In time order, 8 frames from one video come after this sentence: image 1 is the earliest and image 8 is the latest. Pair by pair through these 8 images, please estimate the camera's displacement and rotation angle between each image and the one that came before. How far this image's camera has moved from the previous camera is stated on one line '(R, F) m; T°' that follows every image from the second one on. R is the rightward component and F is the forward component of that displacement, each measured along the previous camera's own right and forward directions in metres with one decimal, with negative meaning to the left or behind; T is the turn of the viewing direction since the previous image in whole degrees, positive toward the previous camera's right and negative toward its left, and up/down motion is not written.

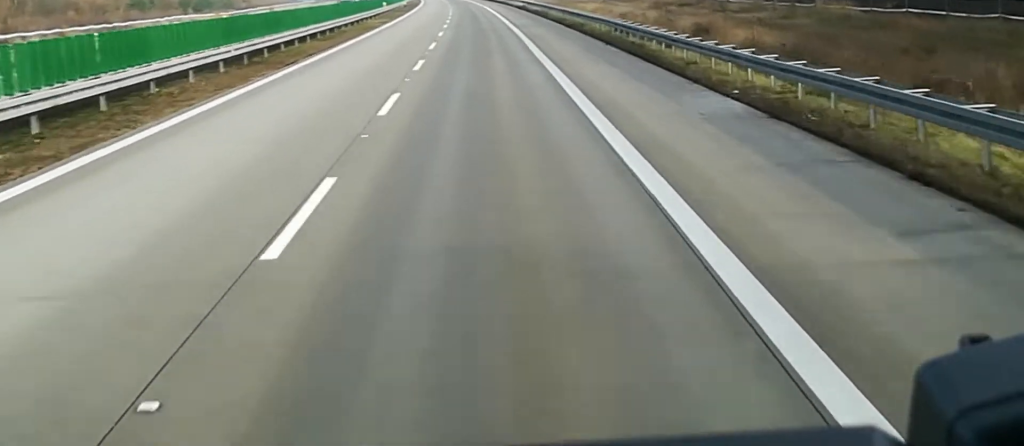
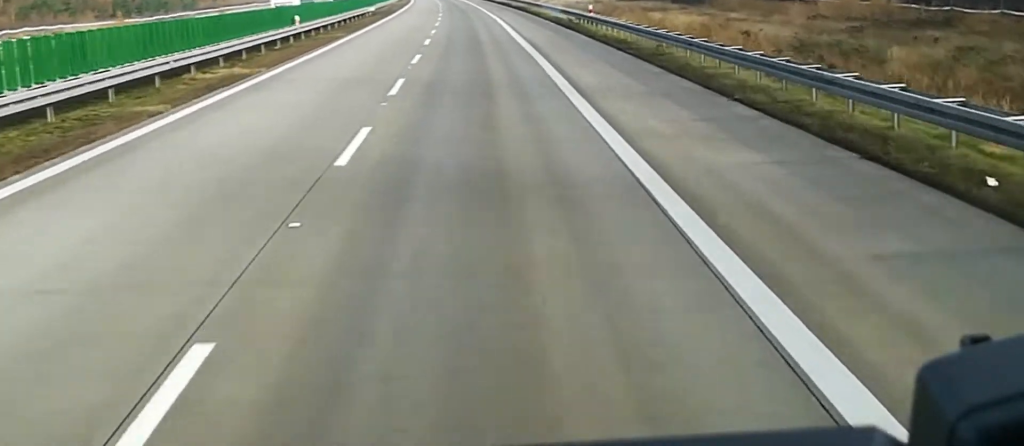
(-0.9, +55.0) m; -3°
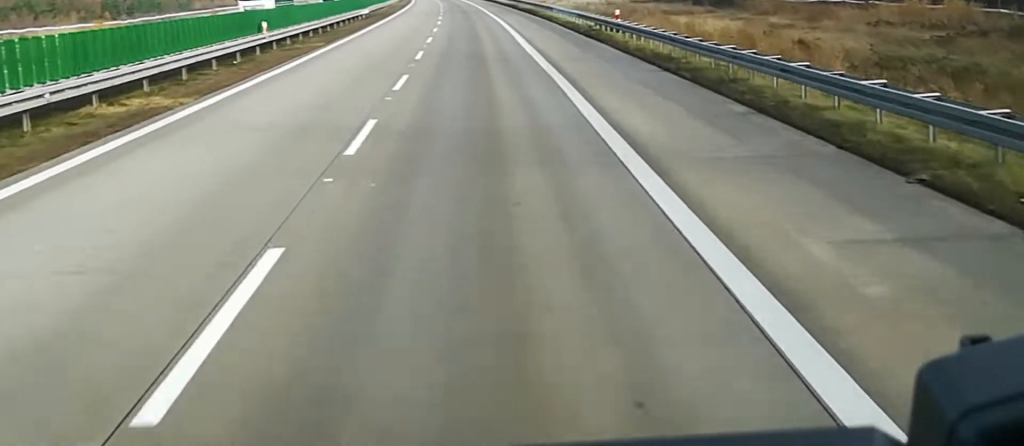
(-0.2, +10.9) m; 0°
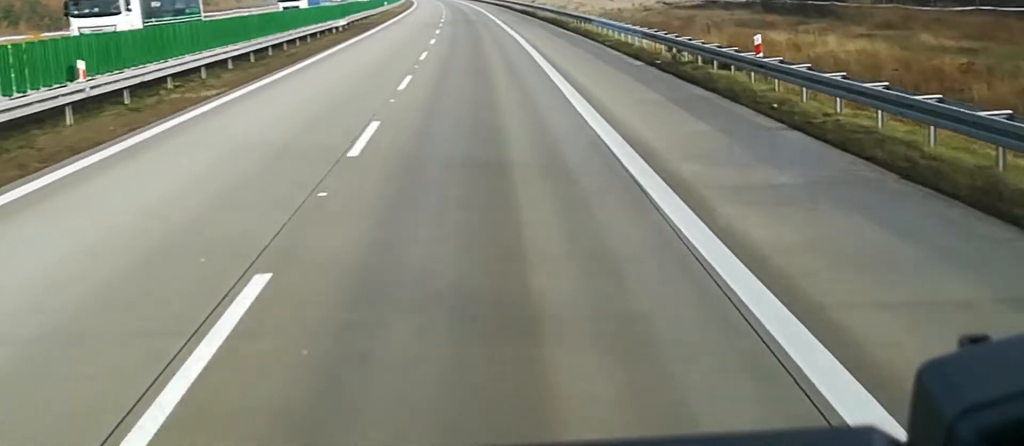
(-0.3, +20.2) m; 0°
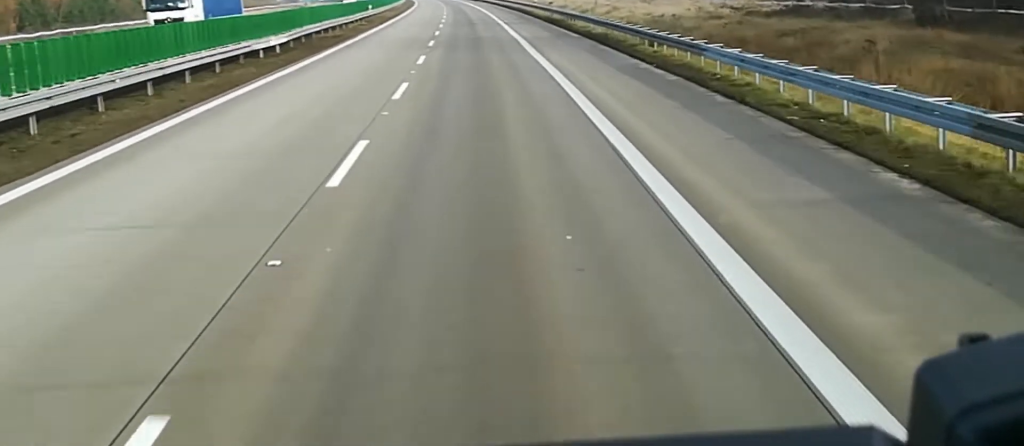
(+0.3, +26.1) m; 0°
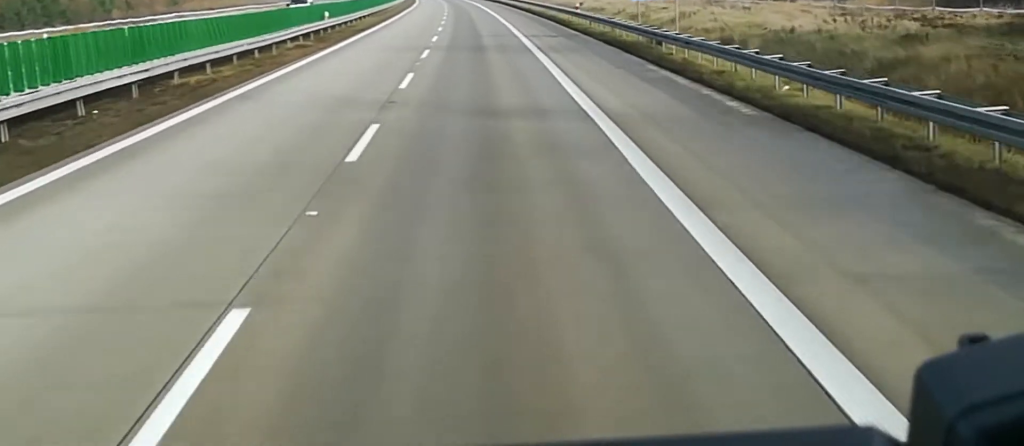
(-0.2, +33.6) m; 0°
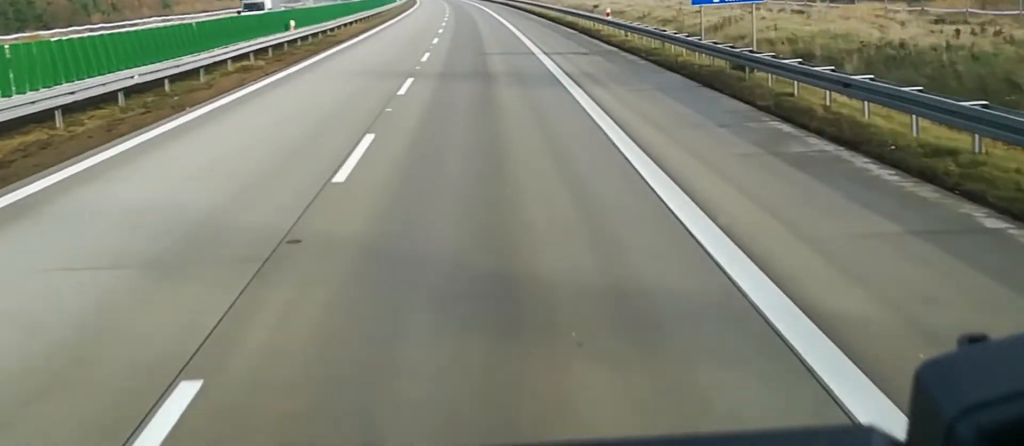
(+0.2, +13.4) m; 0°
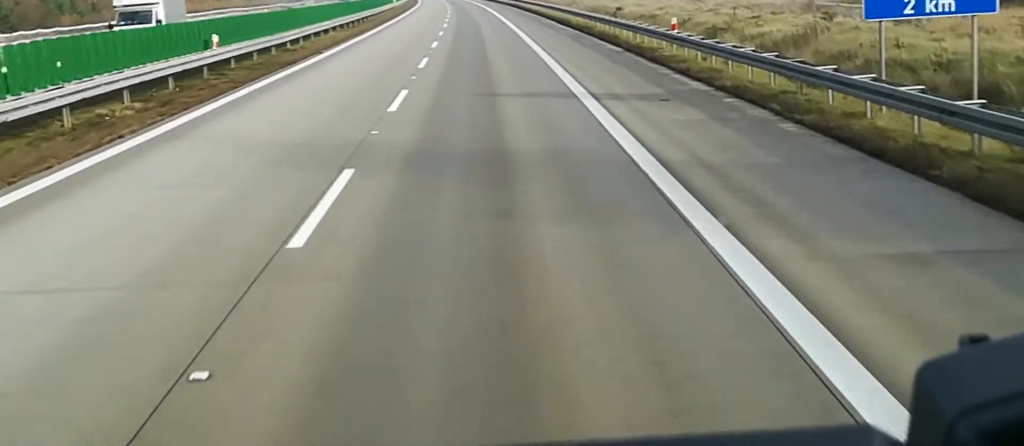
(-0.3, +15.9) m; 0°
